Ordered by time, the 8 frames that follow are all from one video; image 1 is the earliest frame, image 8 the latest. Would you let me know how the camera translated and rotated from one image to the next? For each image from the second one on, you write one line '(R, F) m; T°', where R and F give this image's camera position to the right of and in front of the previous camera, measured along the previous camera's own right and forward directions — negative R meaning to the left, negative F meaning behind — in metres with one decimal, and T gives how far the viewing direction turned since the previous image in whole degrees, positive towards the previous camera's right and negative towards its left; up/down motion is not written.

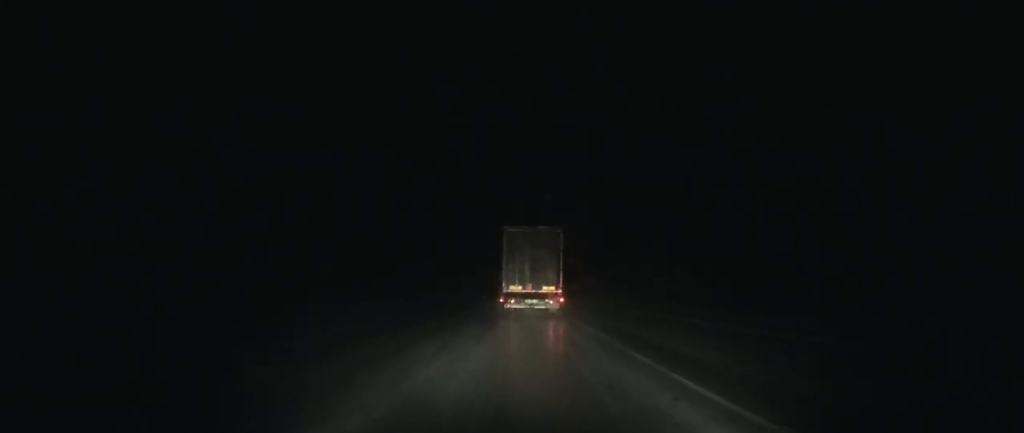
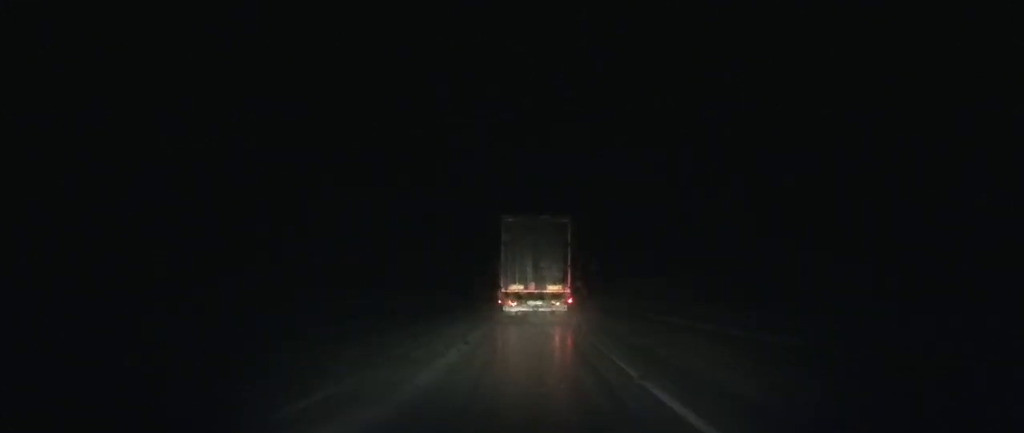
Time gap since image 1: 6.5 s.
(+0.7, +124.5) m; +1°
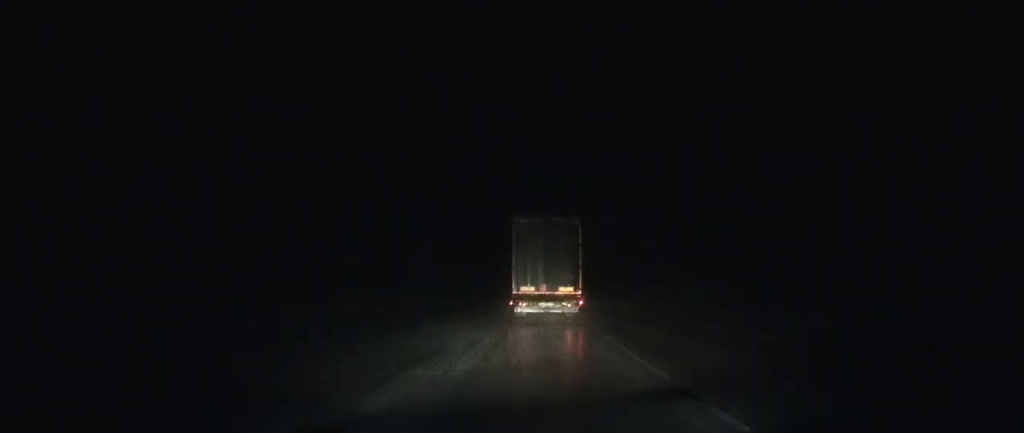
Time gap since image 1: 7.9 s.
(+0.2, +30.9) m; +1°
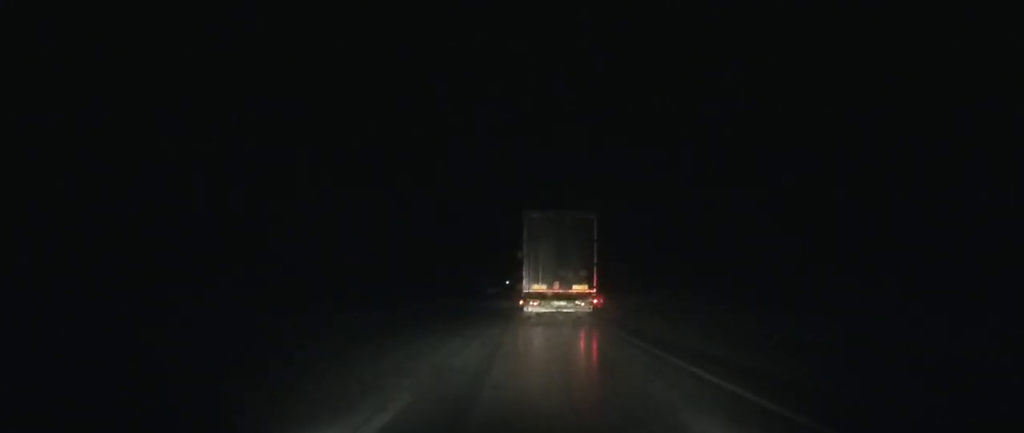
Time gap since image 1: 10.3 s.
(+0.4, +53.1) m; +1°
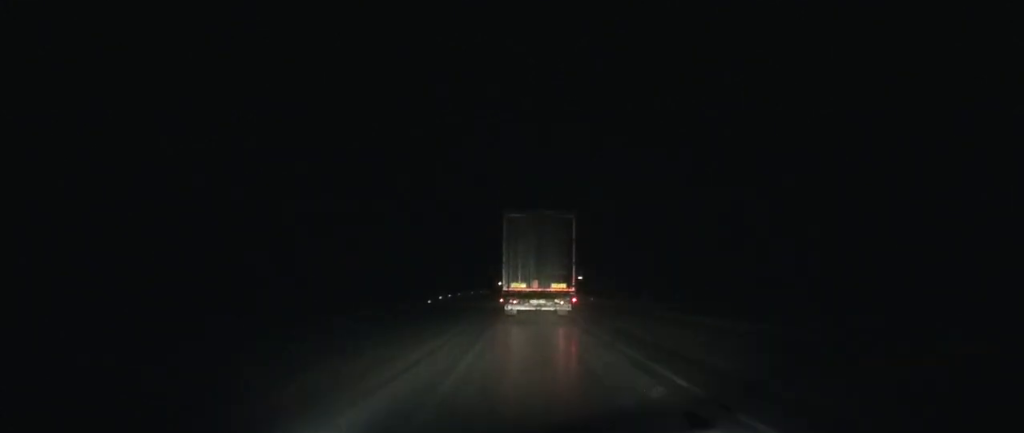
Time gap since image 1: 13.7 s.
(+0.8, +73.2) m; +1°
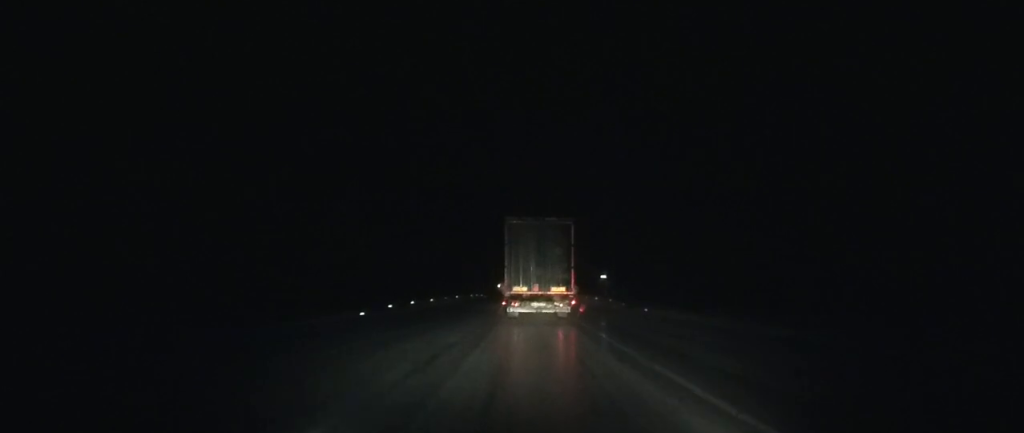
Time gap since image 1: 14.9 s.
(-0.1, +24.5) m; 0°
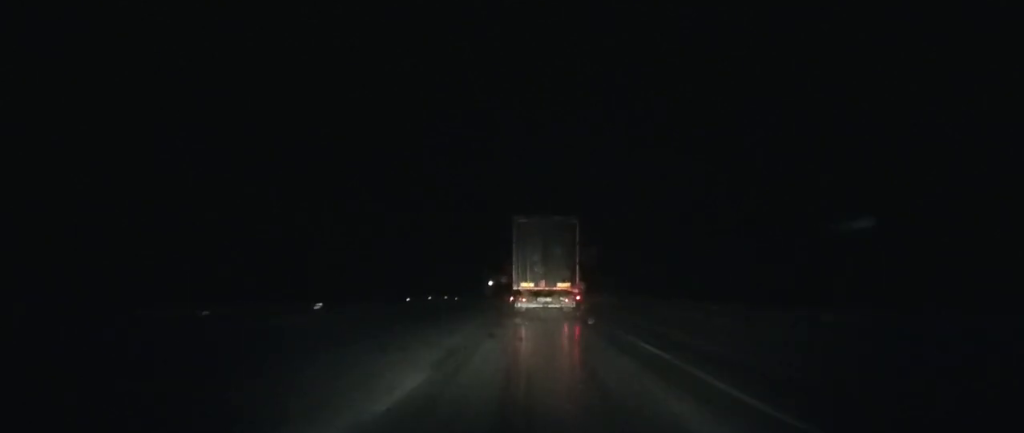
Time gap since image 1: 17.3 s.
(0.0, +46.7) m; 0°
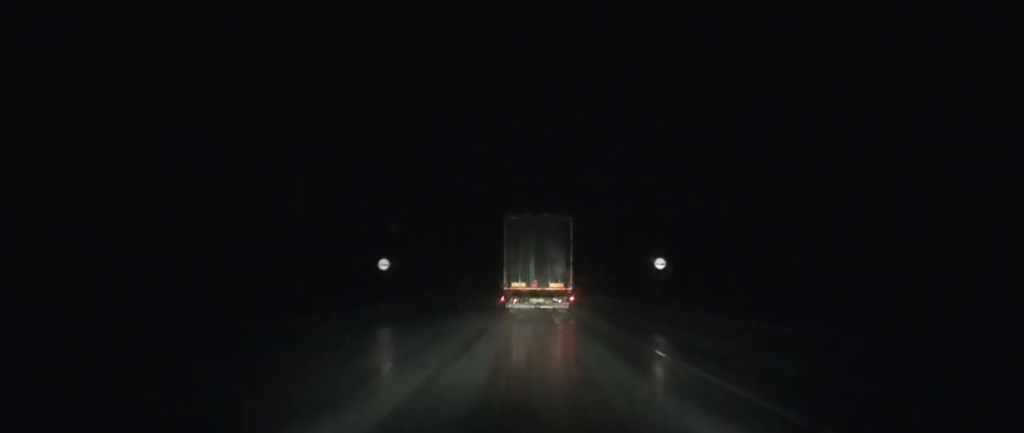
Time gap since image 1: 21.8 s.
(-1.1, +82.4) m; -2°
